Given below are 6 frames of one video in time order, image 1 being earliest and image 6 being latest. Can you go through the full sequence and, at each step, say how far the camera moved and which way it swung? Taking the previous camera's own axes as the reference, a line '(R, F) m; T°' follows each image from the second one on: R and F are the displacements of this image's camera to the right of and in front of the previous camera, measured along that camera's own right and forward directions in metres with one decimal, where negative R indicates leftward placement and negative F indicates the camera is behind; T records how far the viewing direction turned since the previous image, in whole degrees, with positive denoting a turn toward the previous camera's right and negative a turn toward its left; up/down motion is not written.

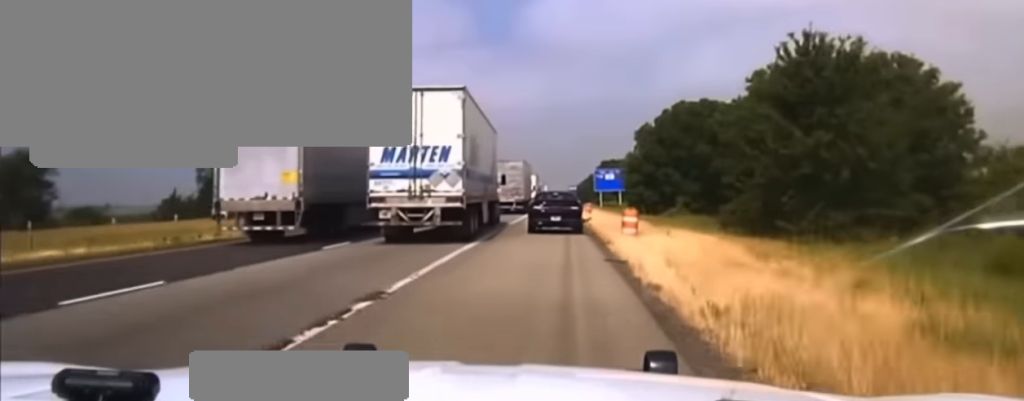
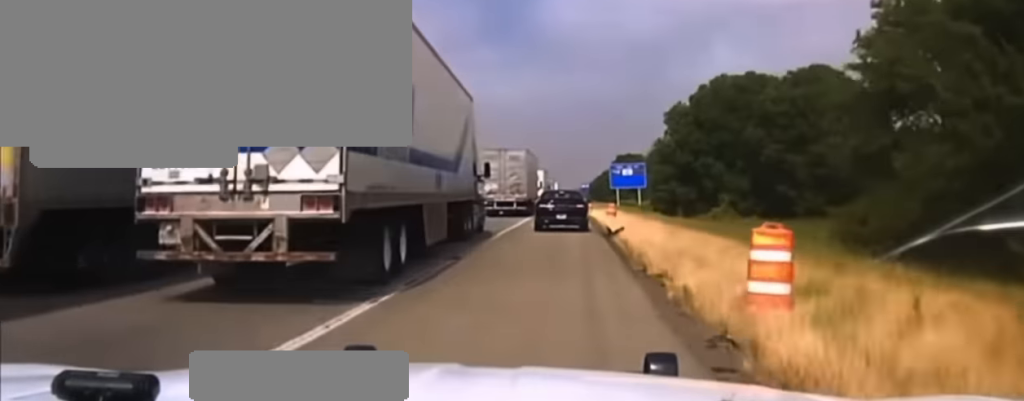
(0.0, +16.5) m; 0°
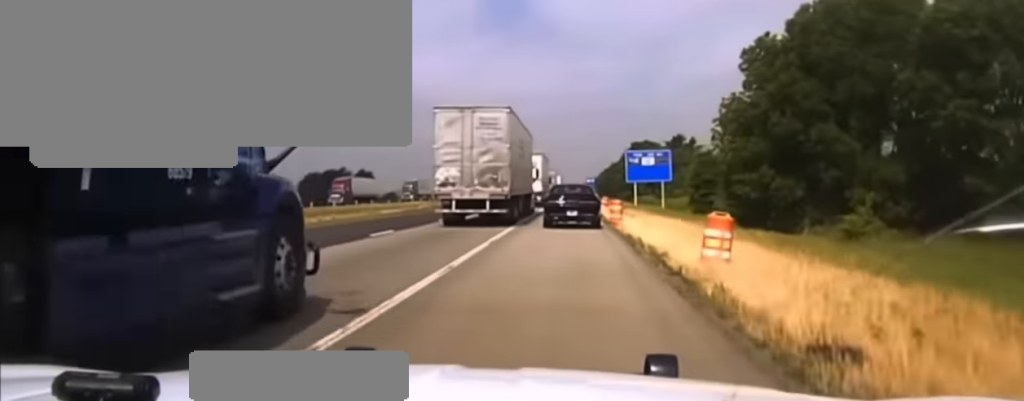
(0.0, +27.0) m; 0°
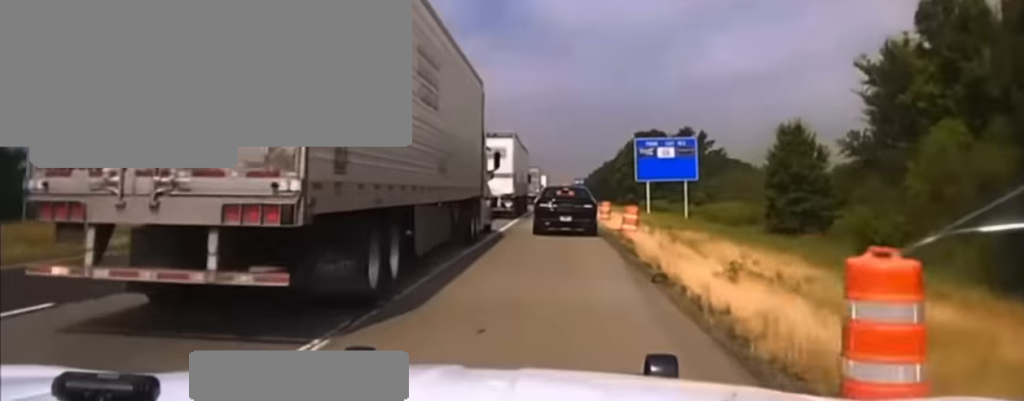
(-0.1, +26.5) m; 0°
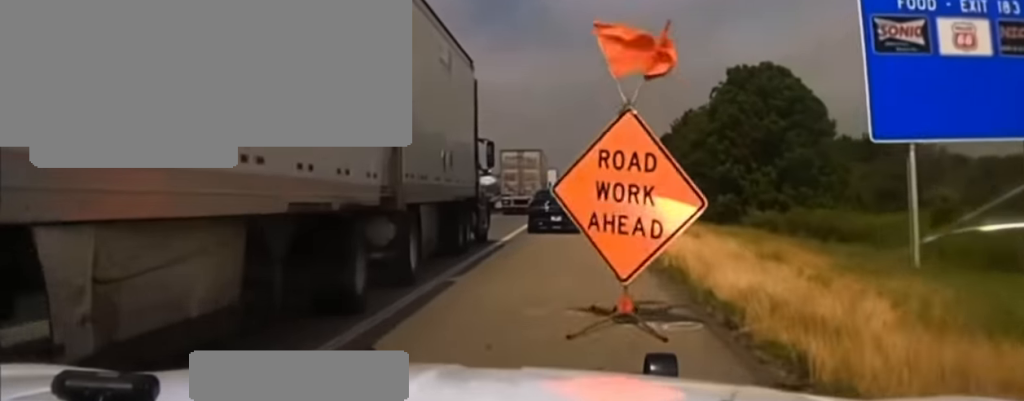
(-0.1, +47.5) m; -2°
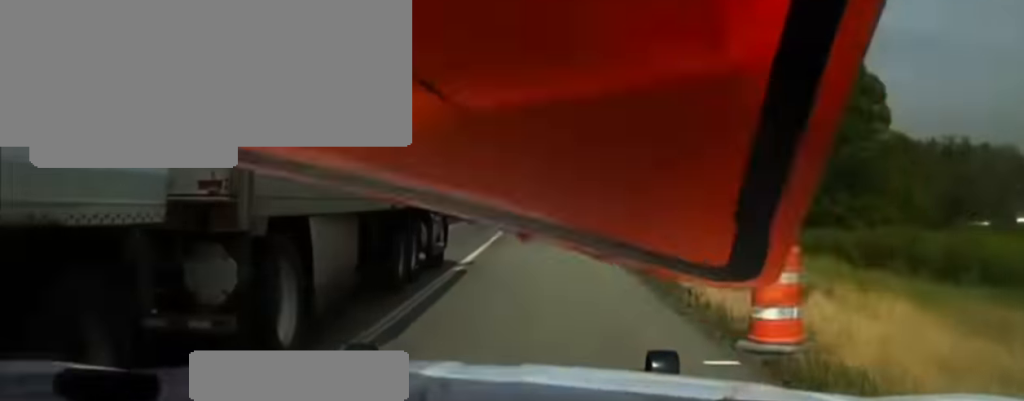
(+0.1, +14.8) m; +3°
